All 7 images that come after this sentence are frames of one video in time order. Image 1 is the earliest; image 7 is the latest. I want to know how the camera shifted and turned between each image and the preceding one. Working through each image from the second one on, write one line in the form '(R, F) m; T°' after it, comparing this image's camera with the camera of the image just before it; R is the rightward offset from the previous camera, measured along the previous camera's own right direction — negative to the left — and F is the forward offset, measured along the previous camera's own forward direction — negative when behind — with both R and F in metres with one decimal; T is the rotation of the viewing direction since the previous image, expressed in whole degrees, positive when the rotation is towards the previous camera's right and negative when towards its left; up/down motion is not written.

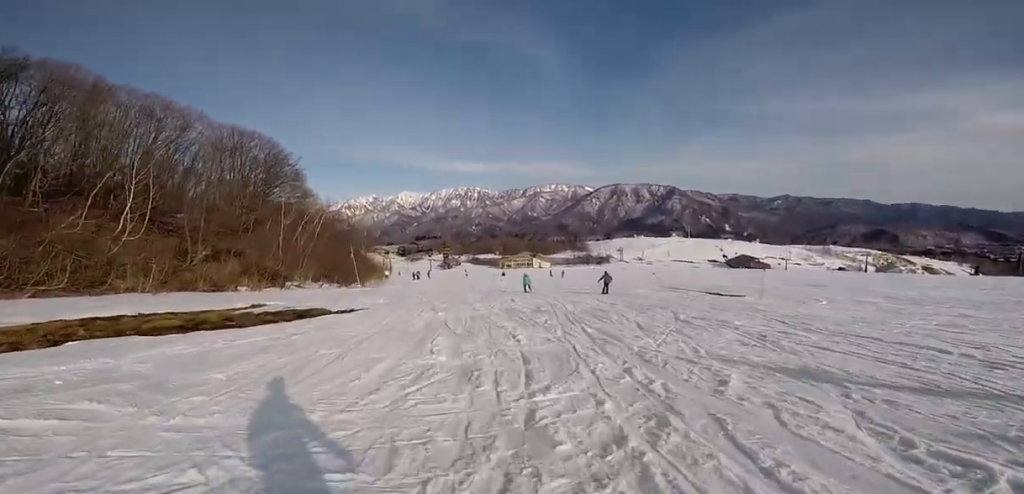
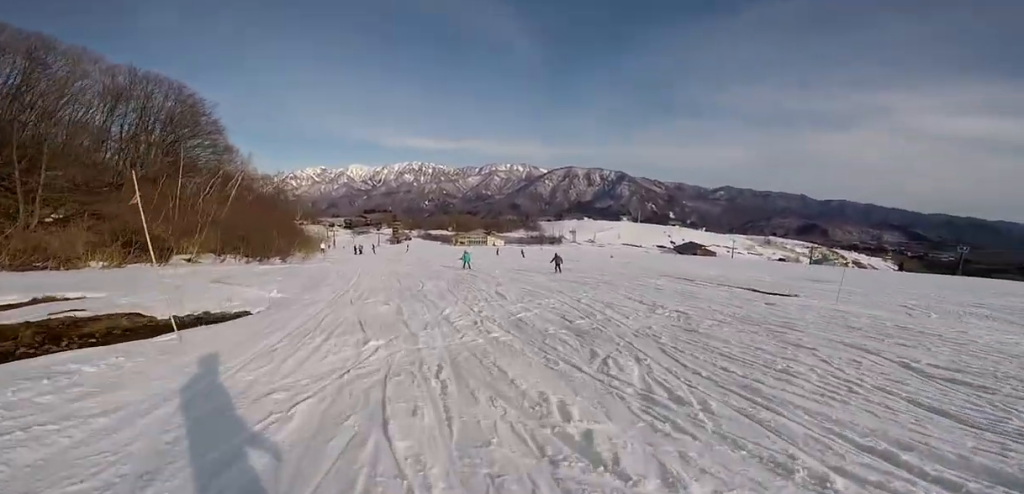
(+0.3, +8.5) m; +9°
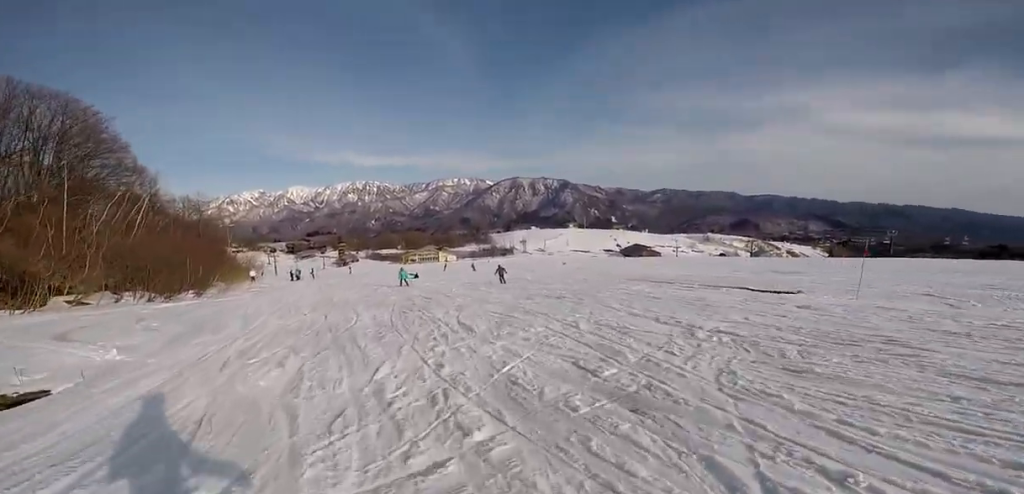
(+0.5, +4.2) m; +5°
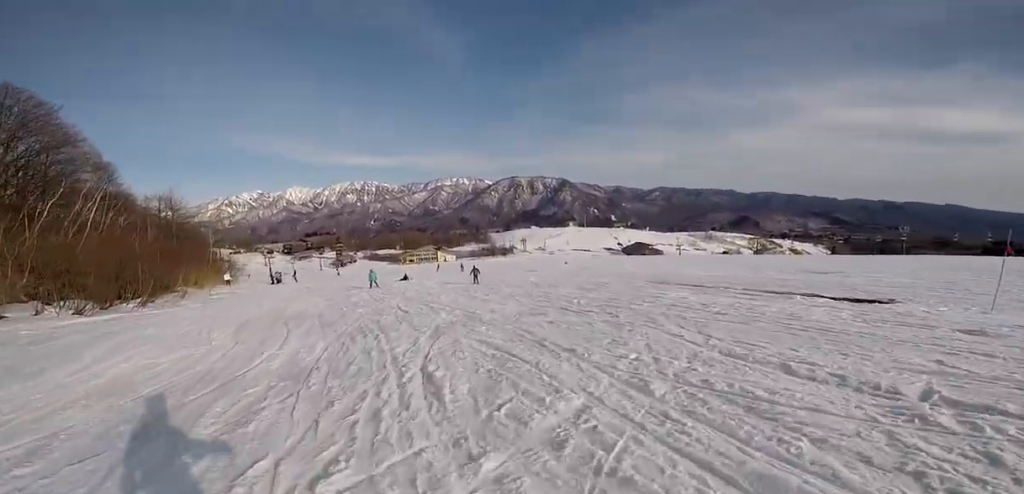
(+0.3, +4.9) m; +5°
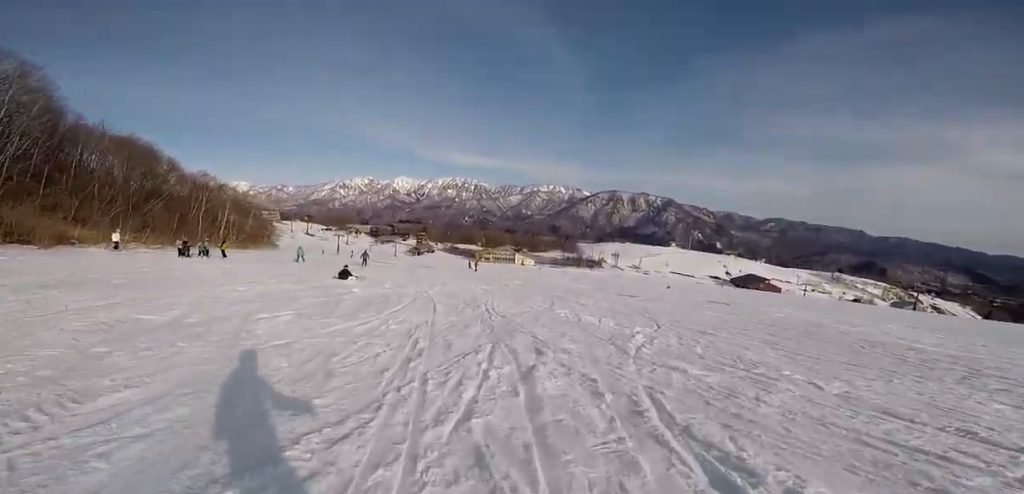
(-2.2, +23.2) m; -21°
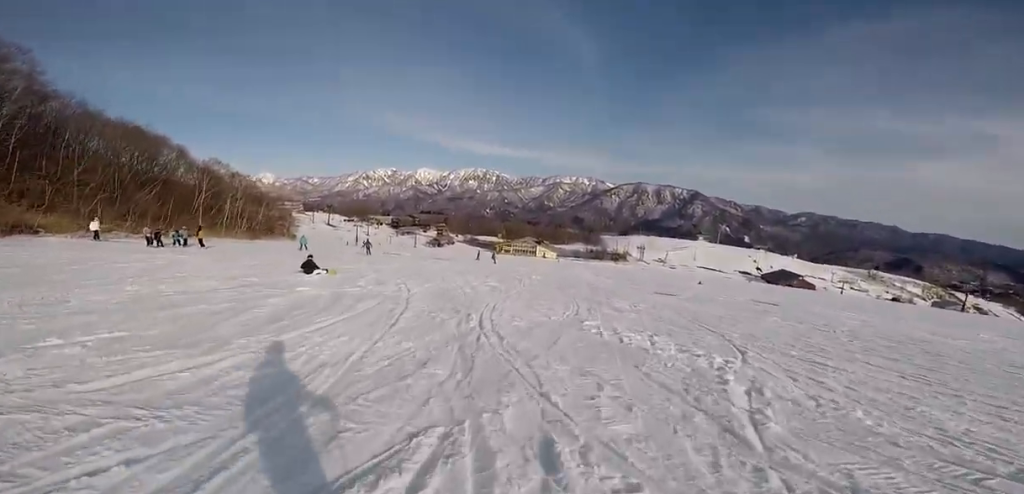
(0.0, +4.1) m; -6°
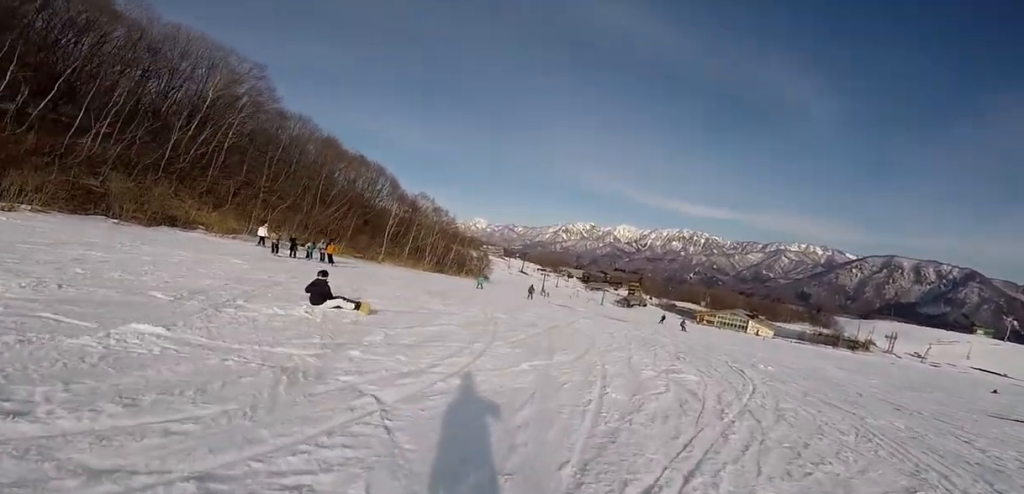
(-1.0, +7.5) m; -16°
